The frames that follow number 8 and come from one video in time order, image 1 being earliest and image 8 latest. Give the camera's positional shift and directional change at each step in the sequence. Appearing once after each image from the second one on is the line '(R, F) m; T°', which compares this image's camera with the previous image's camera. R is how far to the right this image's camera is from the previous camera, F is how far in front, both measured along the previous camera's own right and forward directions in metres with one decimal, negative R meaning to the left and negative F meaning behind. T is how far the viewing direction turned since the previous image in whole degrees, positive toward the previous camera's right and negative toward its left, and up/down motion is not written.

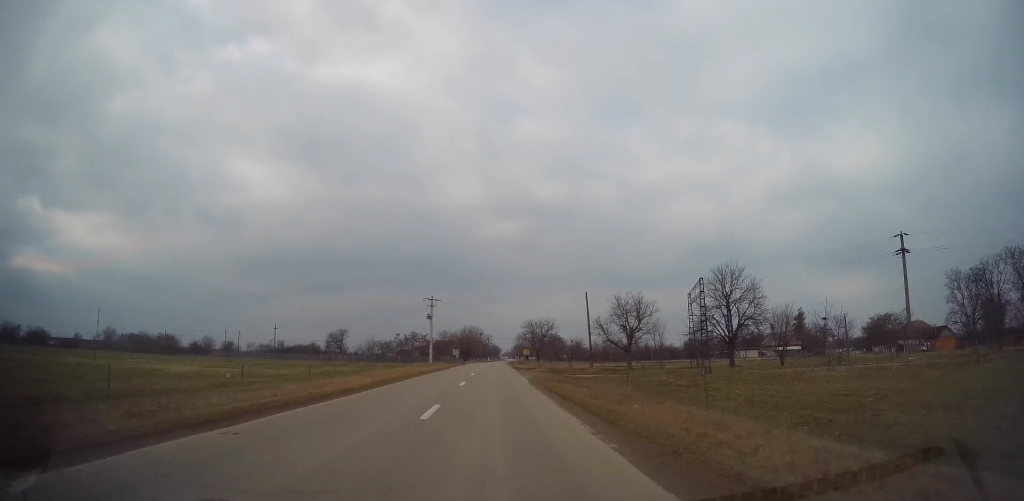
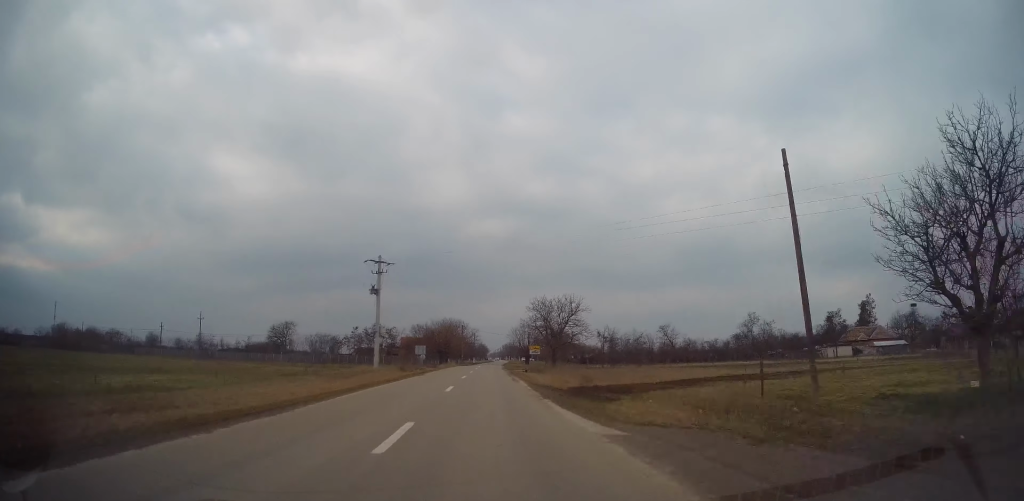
(+0.4, +38.8) m; +1°
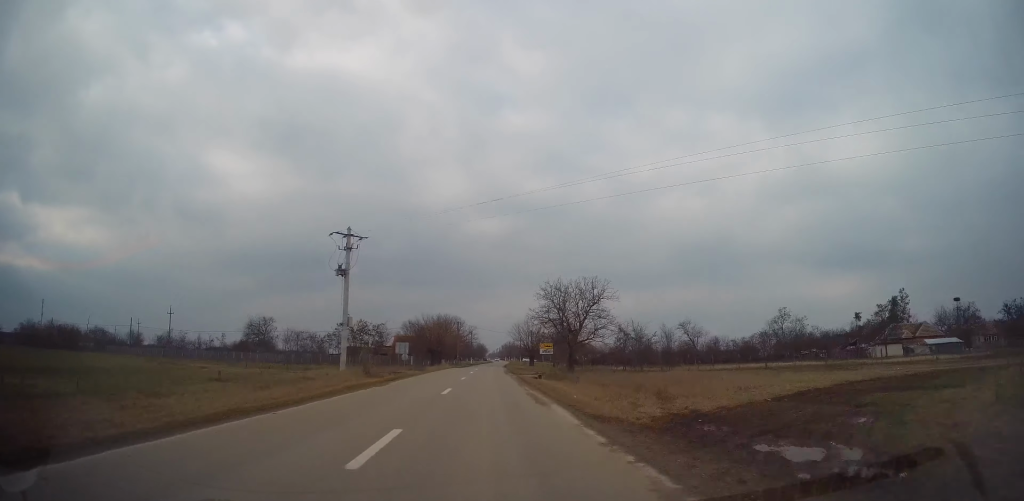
(+0.1, +13.1) m; +1°
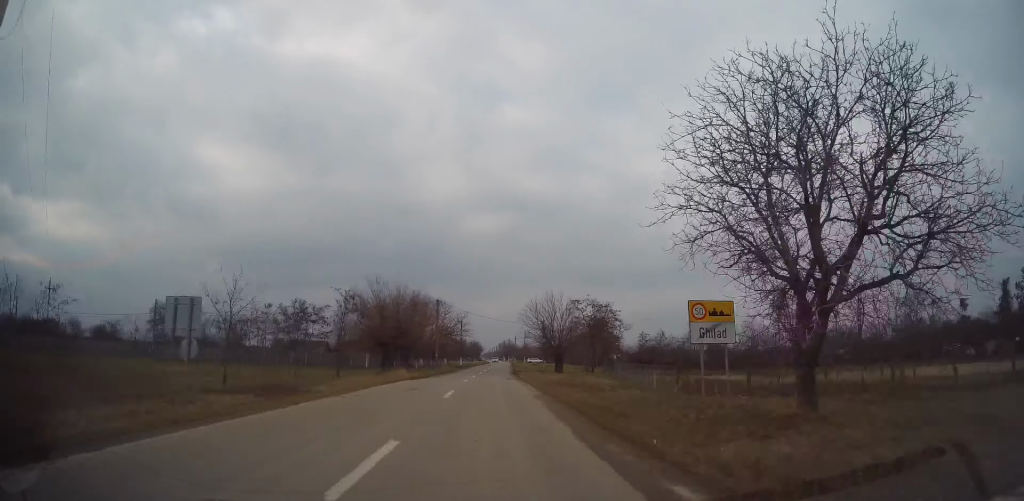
(+0.7, +36.9) m; +1°
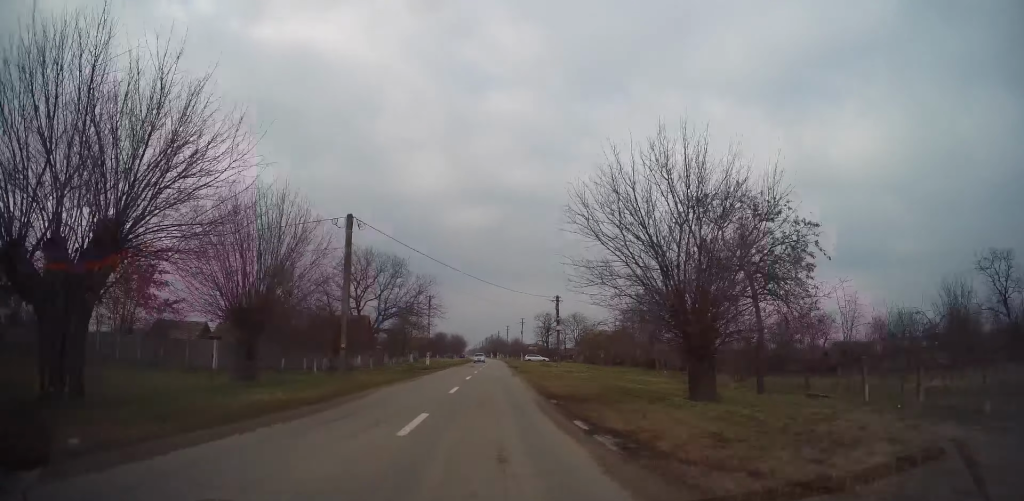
(-0.5, +36.4) m; +1°
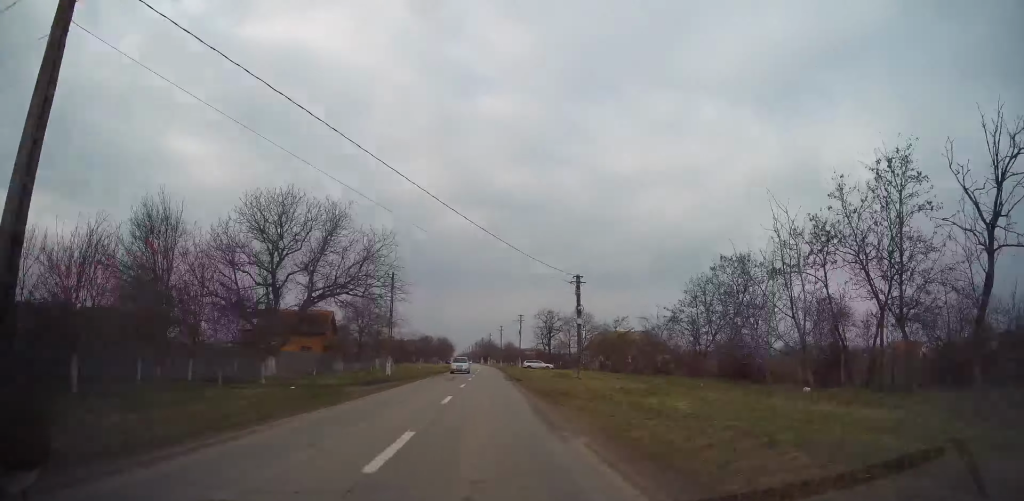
(+0.5, +19.8) m; +2°
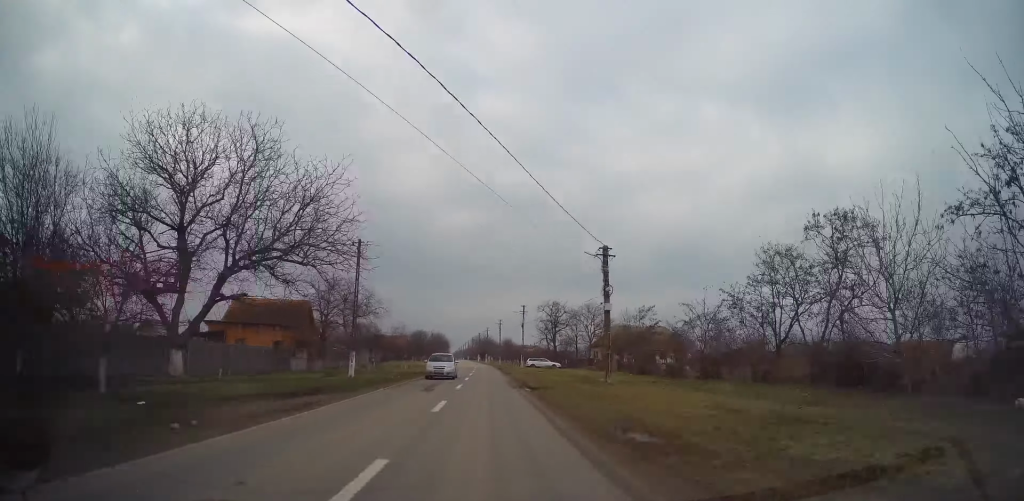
(+0.3, +11.1) m; +1°
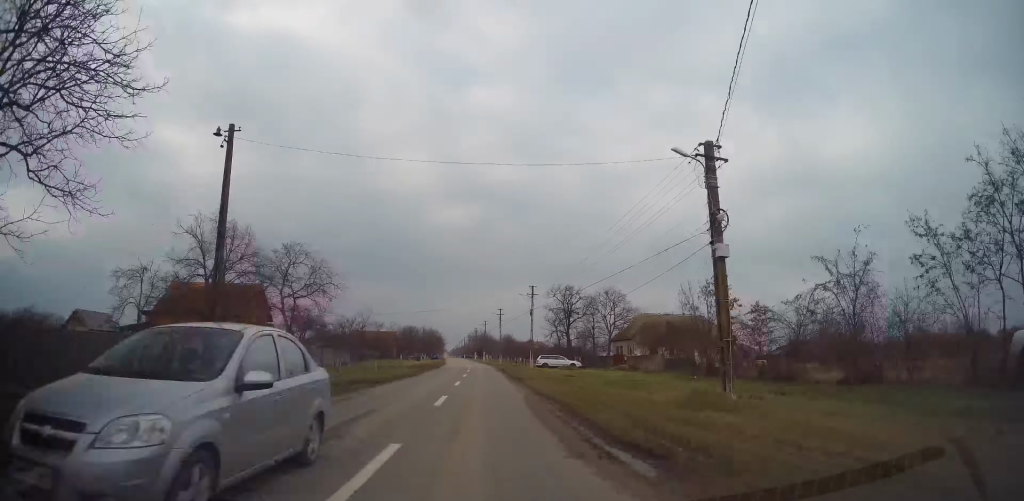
(-0.3, +17.0) m; -2°
